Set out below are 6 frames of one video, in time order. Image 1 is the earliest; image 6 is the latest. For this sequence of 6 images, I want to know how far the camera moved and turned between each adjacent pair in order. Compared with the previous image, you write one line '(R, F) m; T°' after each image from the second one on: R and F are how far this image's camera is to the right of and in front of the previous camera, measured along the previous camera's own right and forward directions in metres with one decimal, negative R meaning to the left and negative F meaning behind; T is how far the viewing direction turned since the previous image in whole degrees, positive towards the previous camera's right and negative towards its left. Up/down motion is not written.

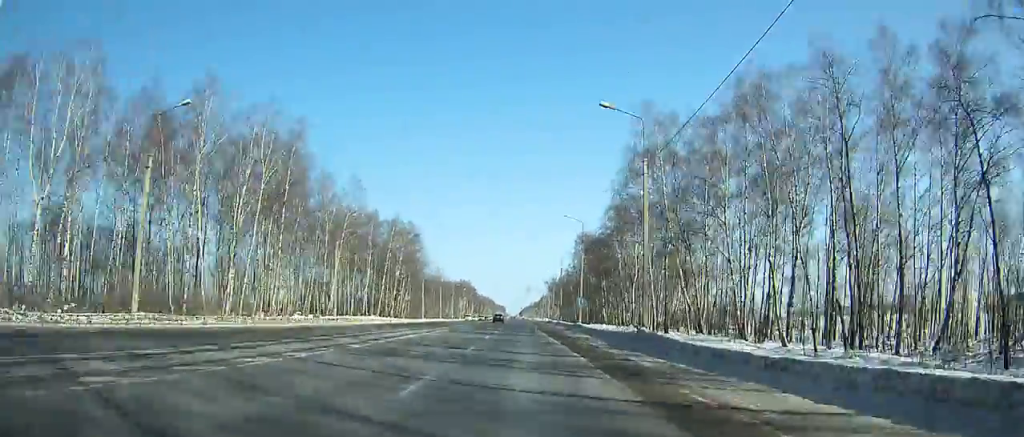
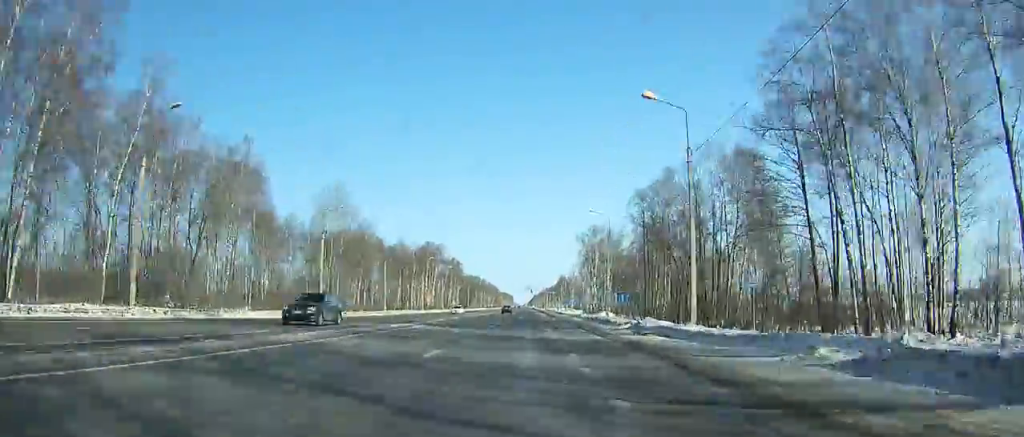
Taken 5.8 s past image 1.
(-0.5, +126.5) m; -1°
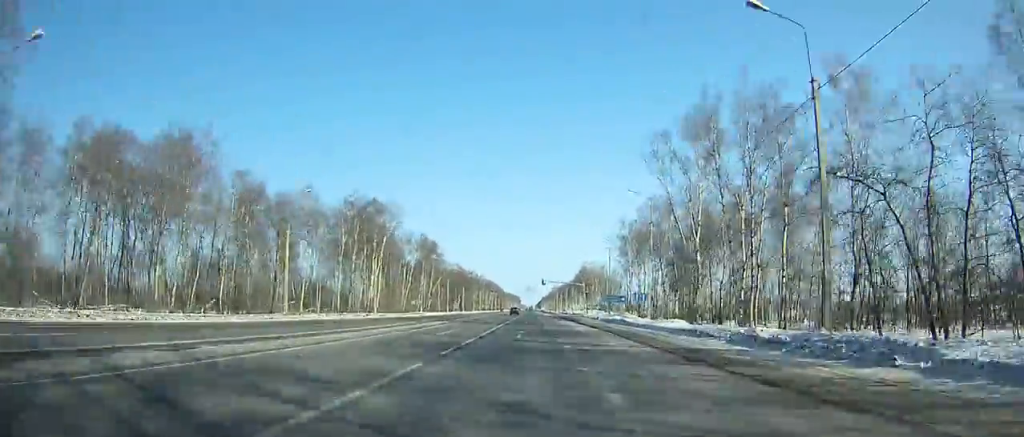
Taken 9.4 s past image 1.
(-0.2, +73.3) m; 0°
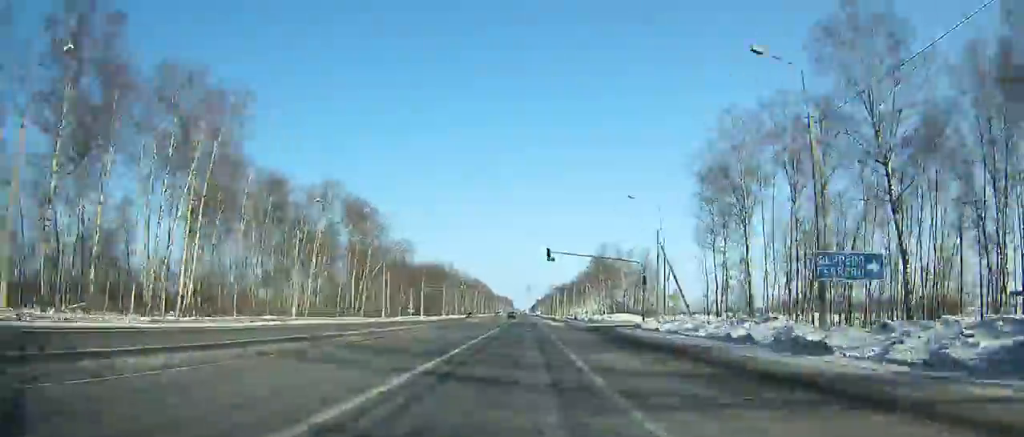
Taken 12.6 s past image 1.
(-0.1, +63.4) m; -7°
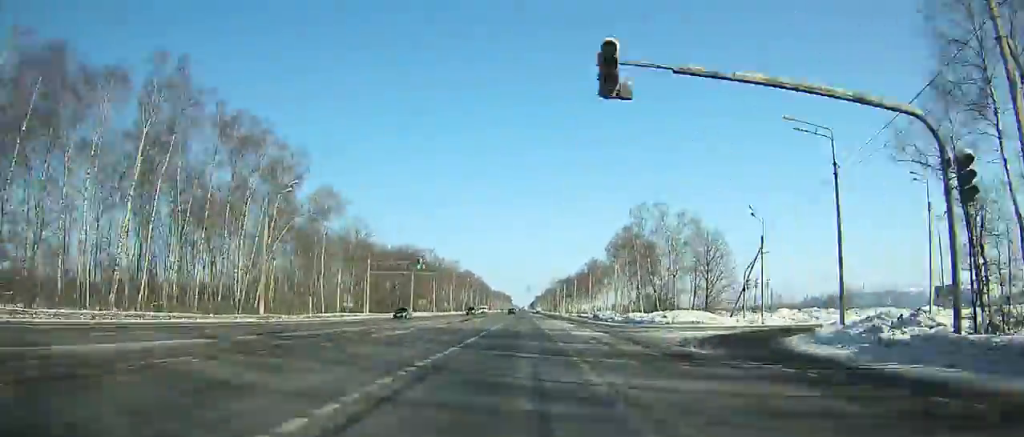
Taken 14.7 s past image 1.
(-2.3, +35.8) m; -1°
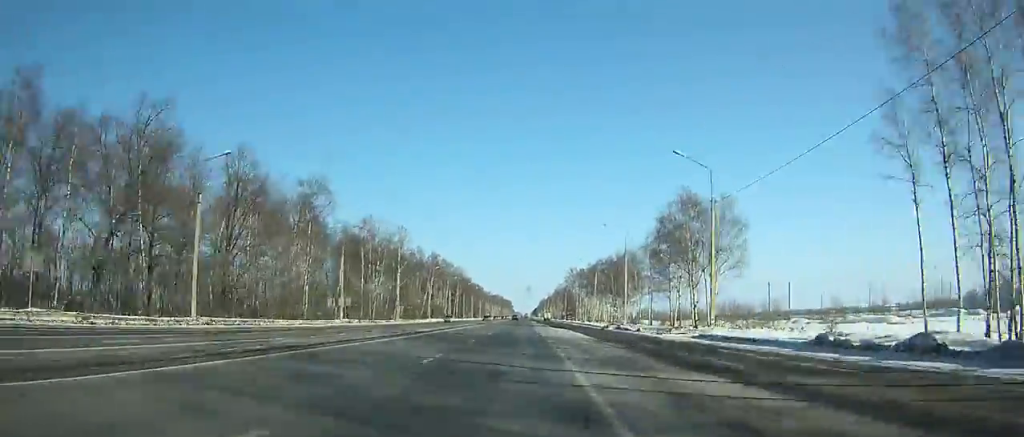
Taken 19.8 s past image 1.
(+17.6, +100.2) m; +15°
